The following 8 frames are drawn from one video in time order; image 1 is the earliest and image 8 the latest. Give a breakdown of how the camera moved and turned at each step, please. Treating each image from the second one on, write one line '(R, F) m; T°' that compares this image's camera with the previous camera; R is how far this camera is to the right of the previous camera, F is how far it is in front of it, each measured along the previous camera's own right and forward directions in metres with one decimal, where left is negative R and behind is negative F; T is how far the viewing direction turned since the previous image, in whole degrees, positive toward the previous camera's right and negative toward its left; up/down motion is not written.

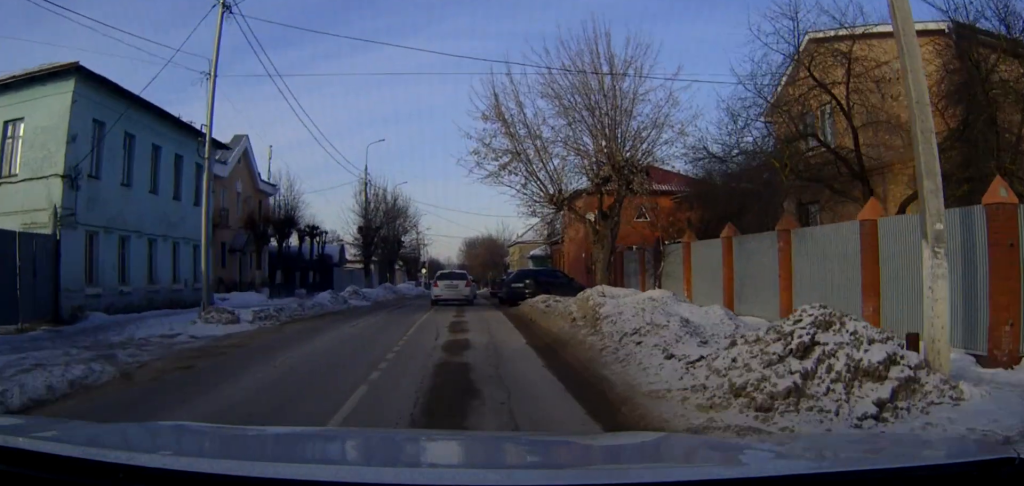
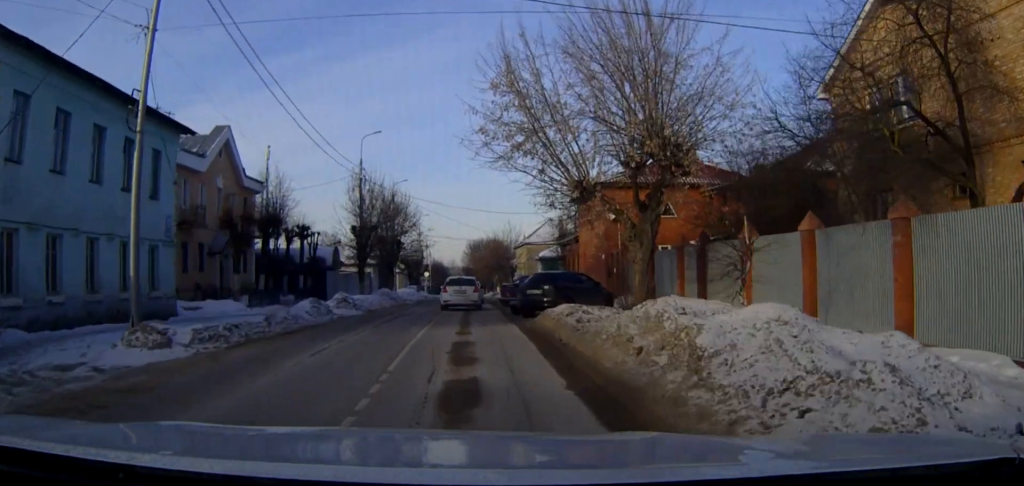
(0.0, +4.6) m; 0°
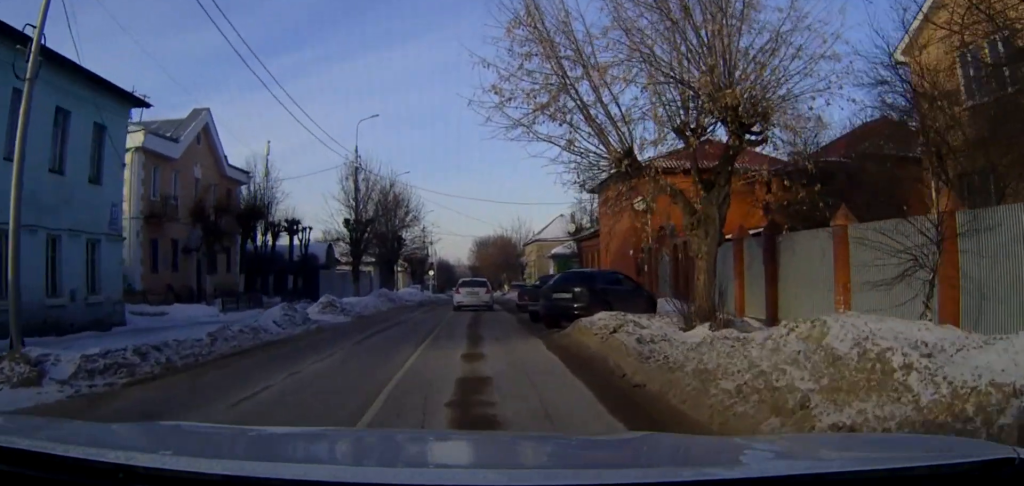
(0.0, +4.7) m; 0°
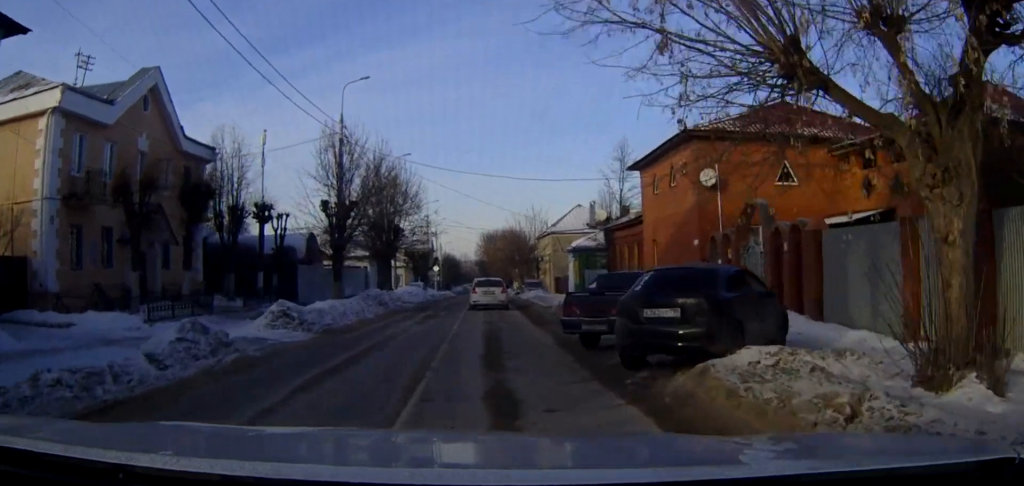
(0.0, +7.9) m; 0°
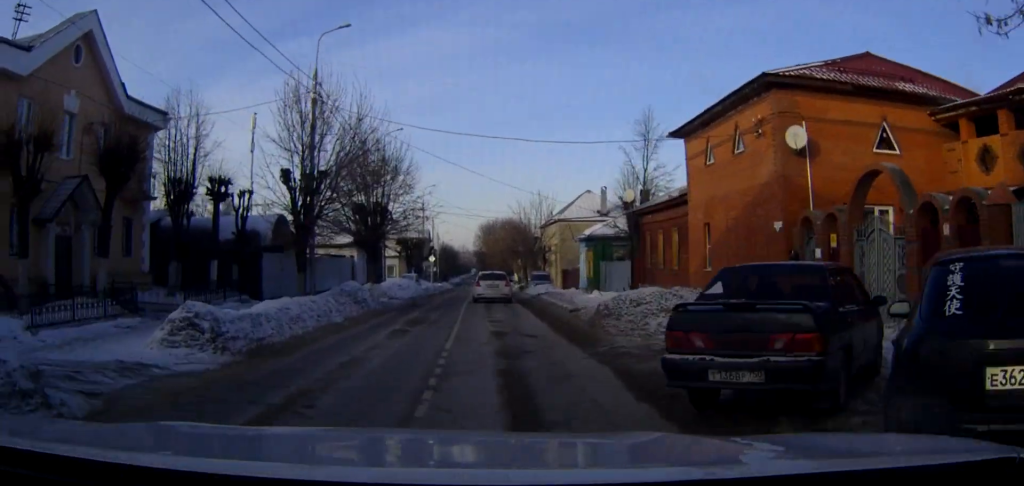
(0.0, +6.6) m; 0°
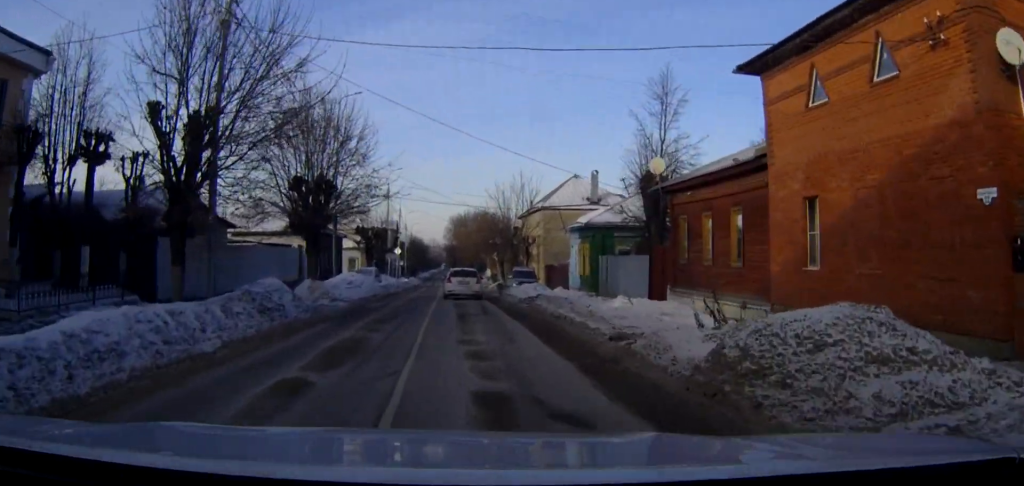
(+0.1, +9.0) m; +1°
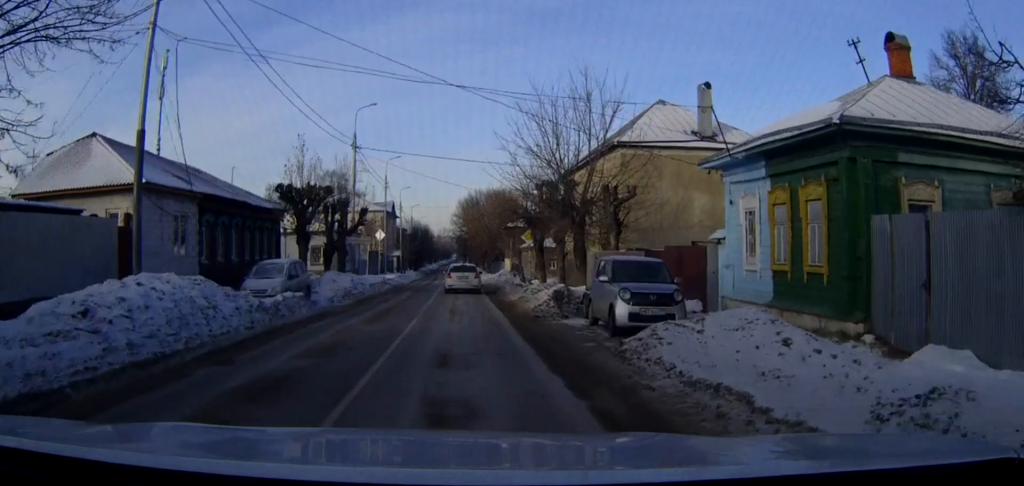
(+0.3, +26.7) m; 0°
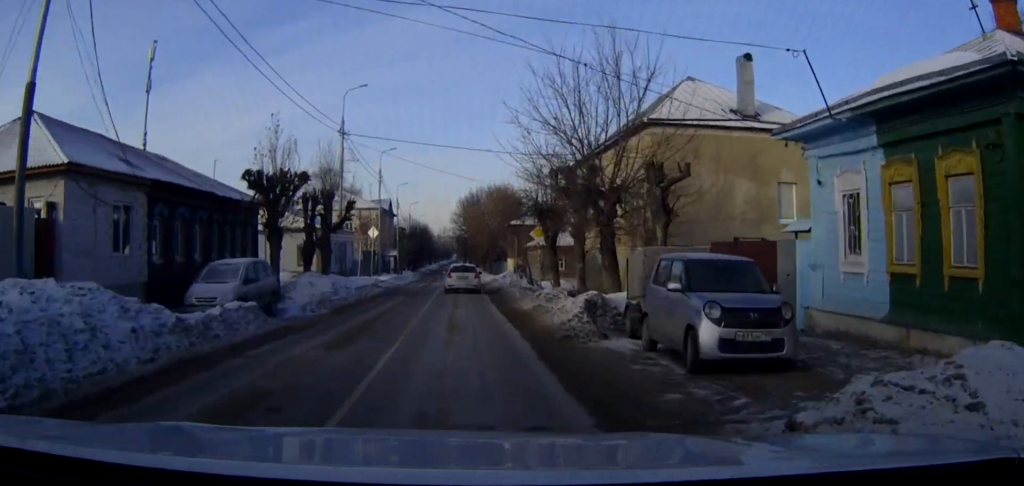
(0.0, +5.2) m; 0°
